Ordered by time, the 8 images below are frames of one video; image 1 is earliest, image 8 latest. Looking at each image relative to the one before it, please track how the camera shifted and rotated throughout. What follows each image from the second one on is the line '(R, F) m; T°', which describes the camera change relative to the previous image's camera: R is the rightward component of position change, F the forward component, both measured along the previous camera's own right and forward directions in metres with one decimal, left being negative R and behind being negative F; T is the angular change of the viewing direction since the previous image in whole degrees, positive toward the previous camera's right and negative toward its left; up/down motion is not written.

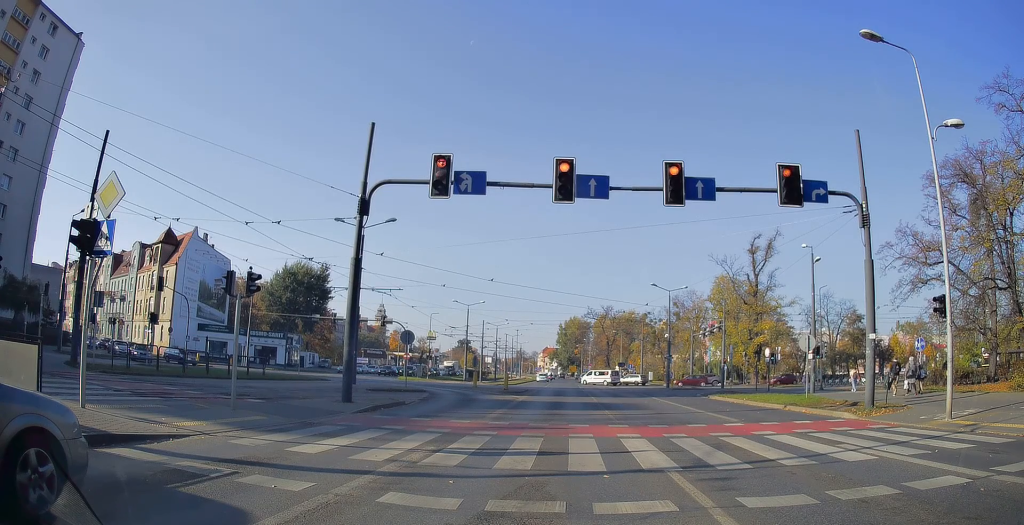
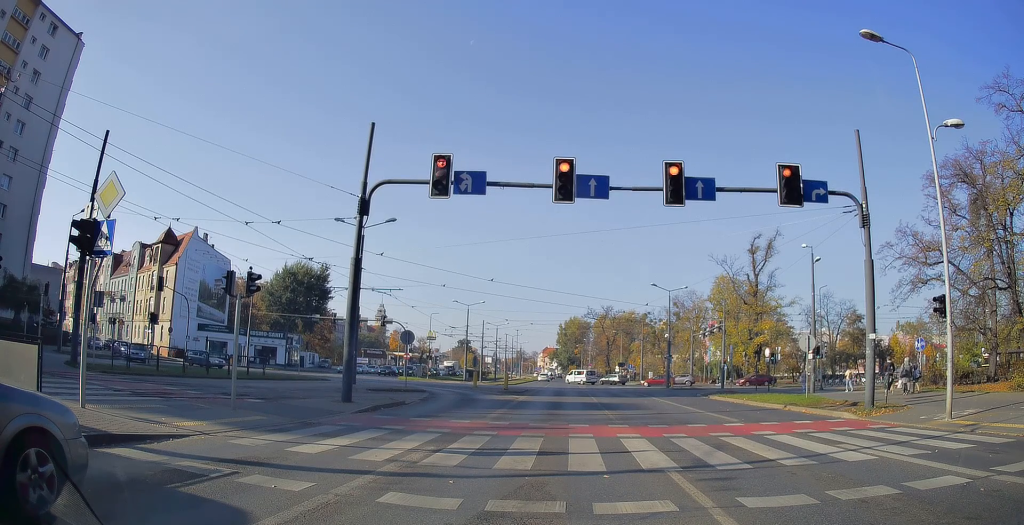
(0.0, 0.0) m; 0°
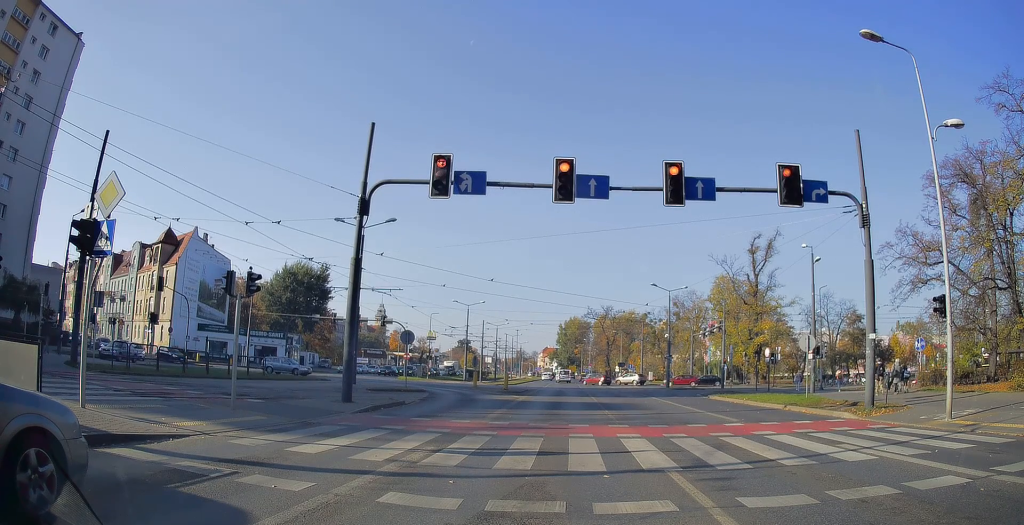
(0.0, 0.0) m; 0°
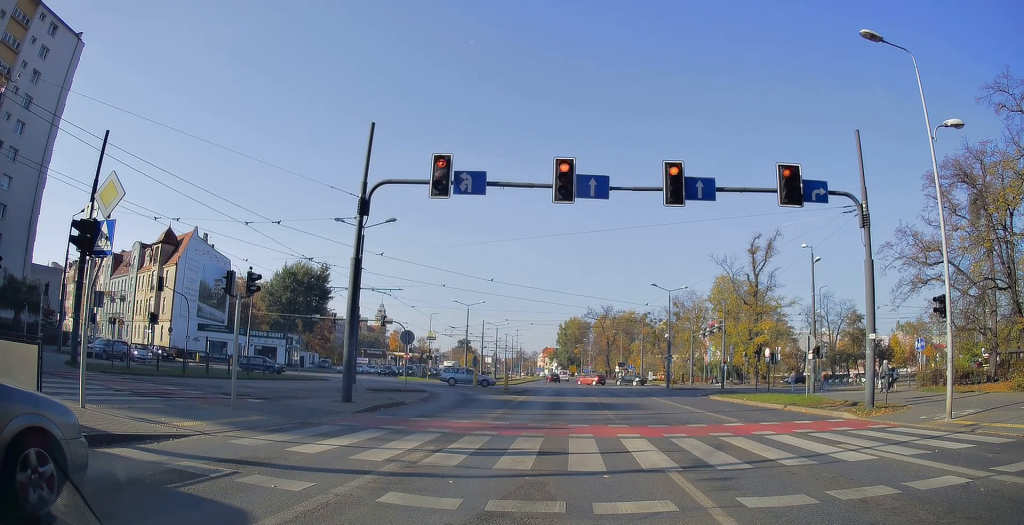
(0.0, 0.0) m; 0°
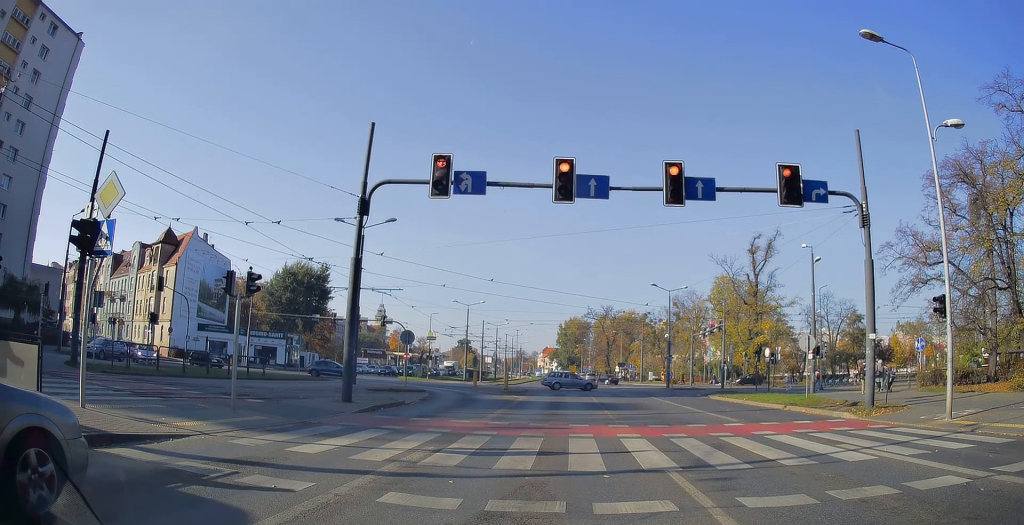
(0.0, 0.0) m; 0°
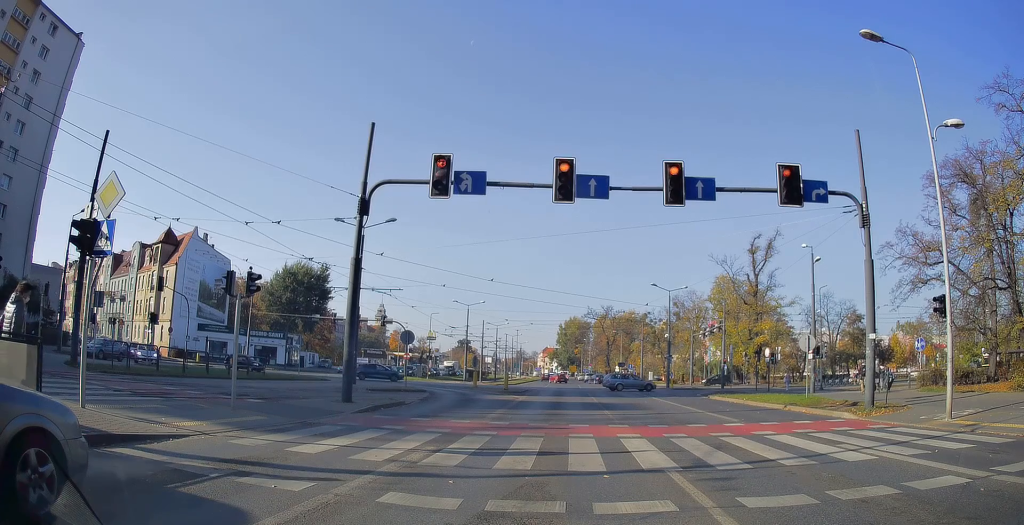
(0.0, 0.0) m; 0°
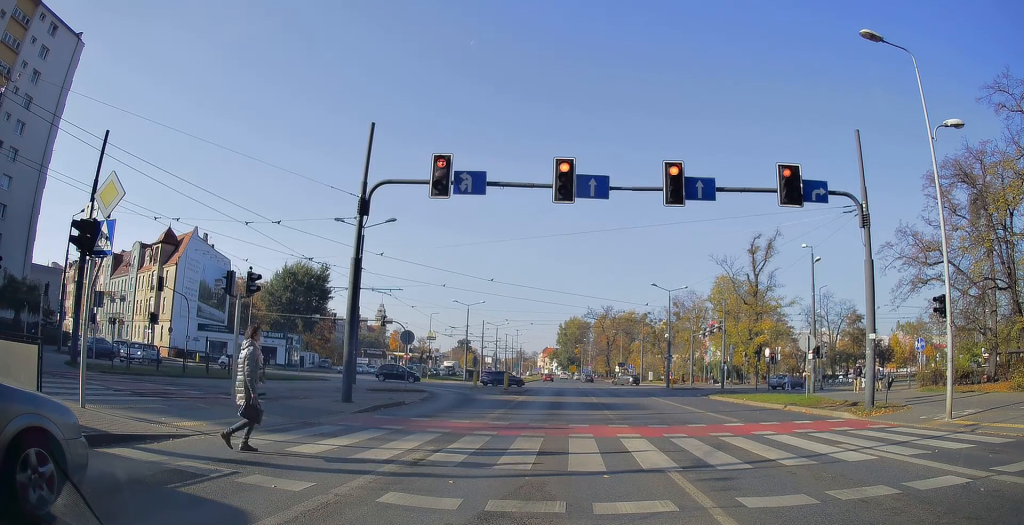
(0.0, 0.0) m; 0°
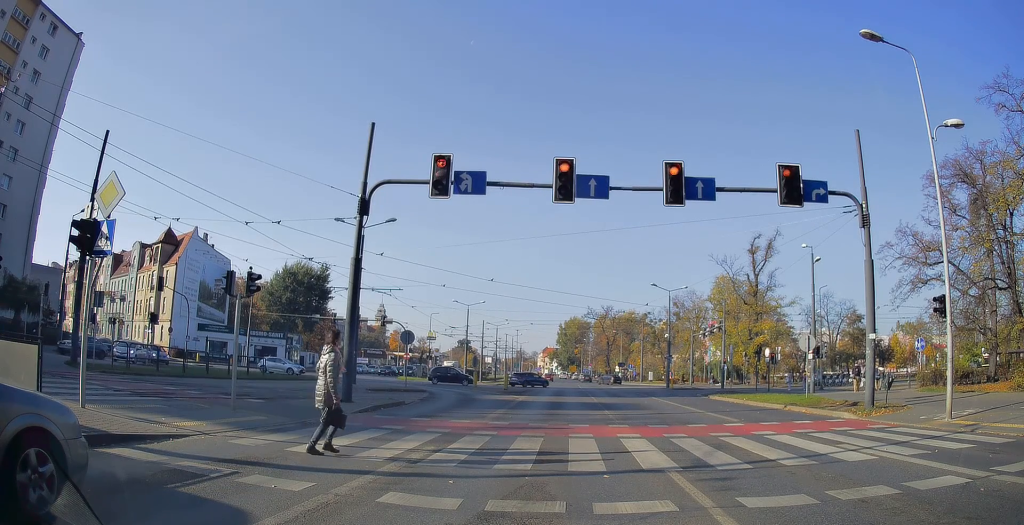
(0.0, 0.0) m; 0°
